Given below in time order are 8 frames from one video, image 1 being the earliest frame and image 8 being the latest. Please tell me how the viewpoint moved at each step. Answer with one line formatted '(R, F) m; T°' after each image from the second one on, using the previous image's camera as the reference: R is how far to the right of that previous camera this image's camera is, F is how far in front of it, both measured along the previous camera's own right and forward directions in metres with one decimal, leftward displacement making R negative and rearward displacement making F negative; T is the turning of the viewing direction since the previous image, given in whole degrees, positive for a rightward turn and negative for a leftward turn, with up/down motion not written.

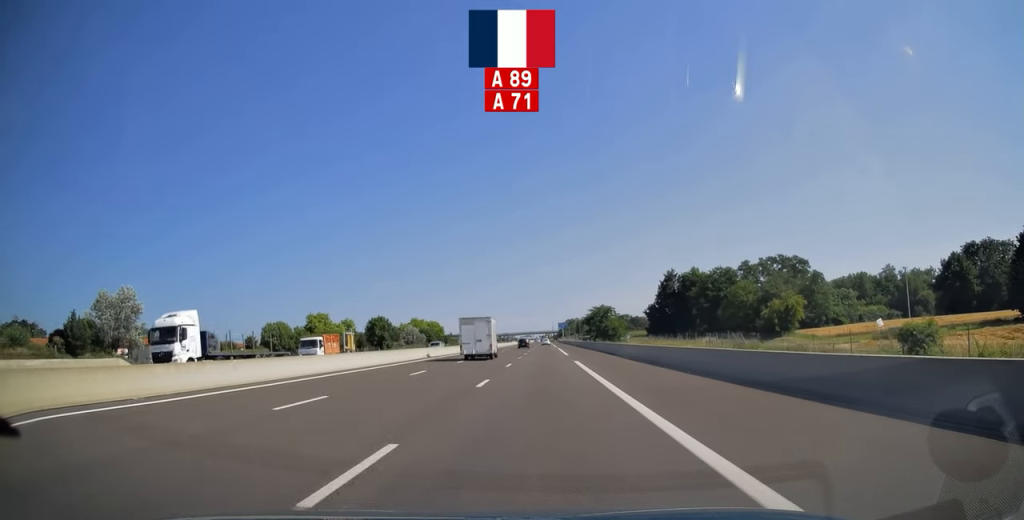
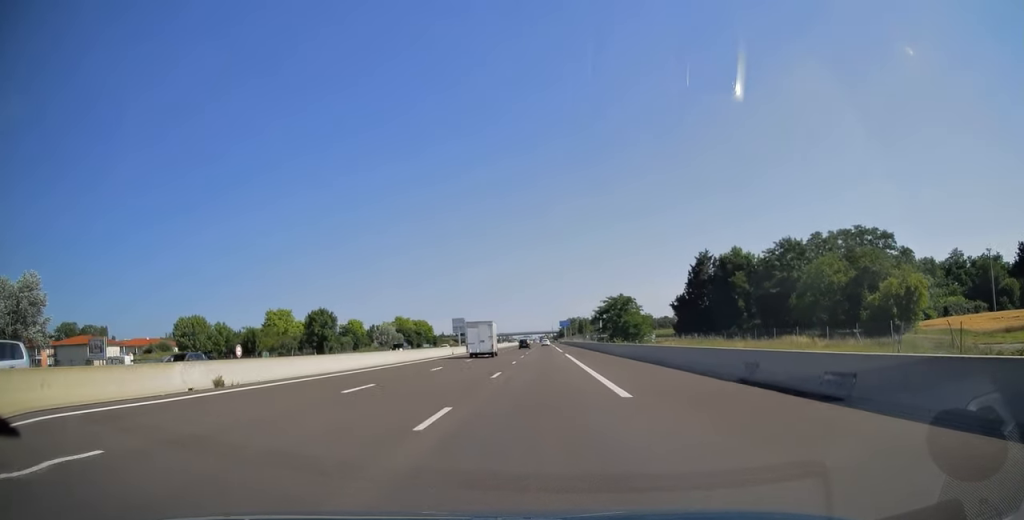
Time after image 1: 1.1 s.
(0.0, +34.5) m; 0°
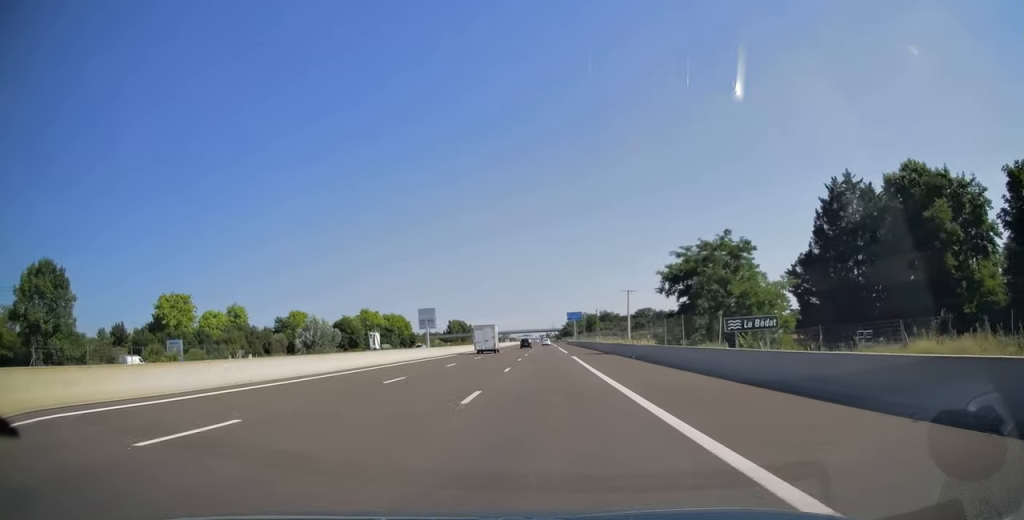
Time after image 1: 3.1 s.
(+0.1, +60.8) m; 0°
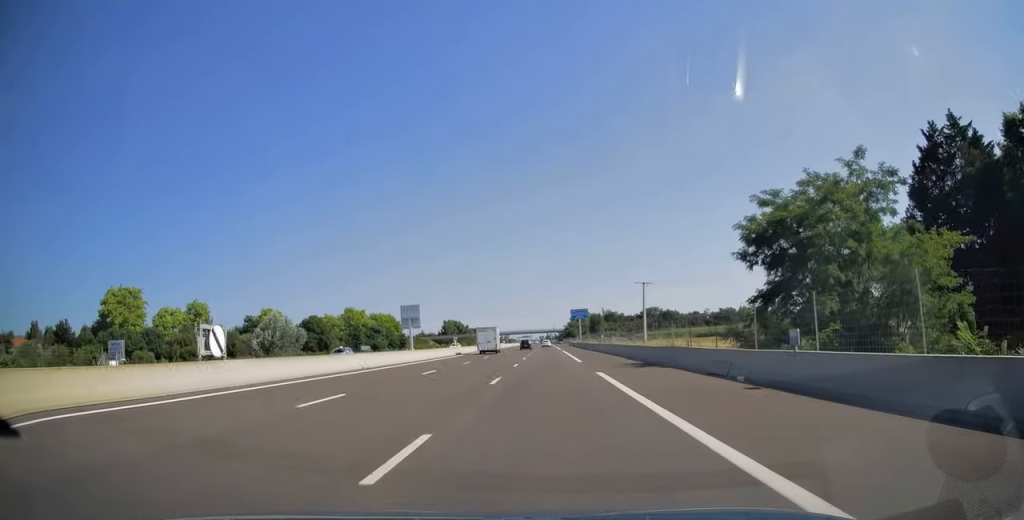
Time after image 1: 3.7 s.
(0.0, +20.0) m; 0°
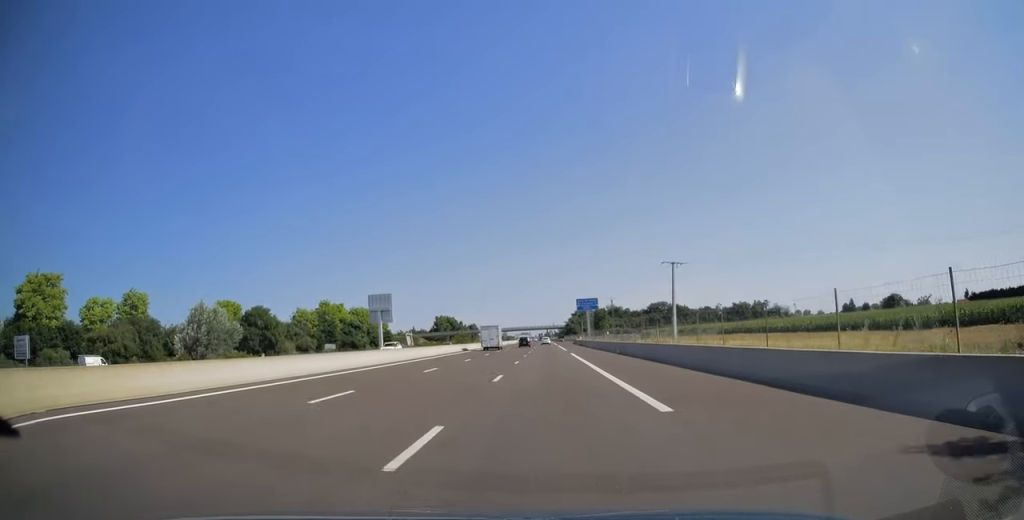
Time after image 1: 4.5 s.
(-0.1, +25.3) m; 0°
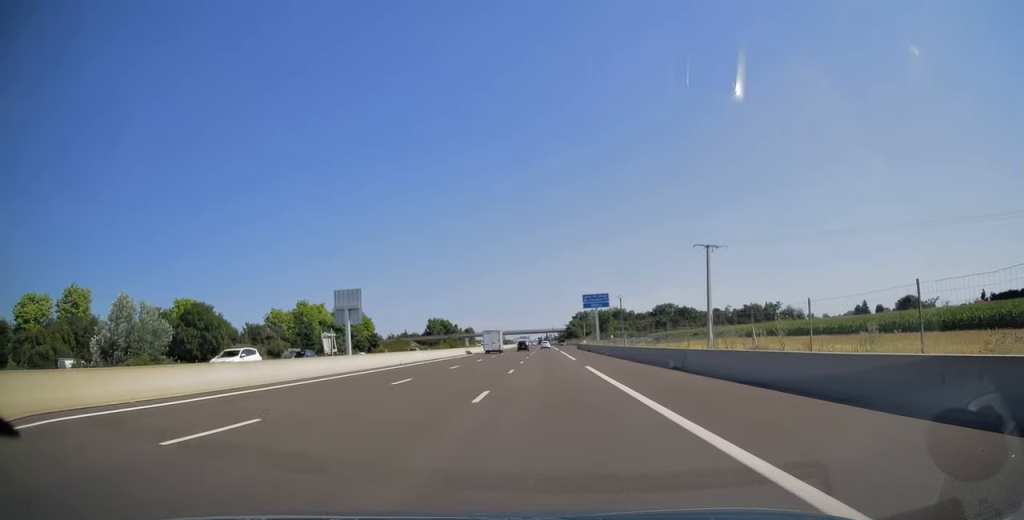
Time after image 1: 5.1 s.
(0.0, +18.5) m; 0°
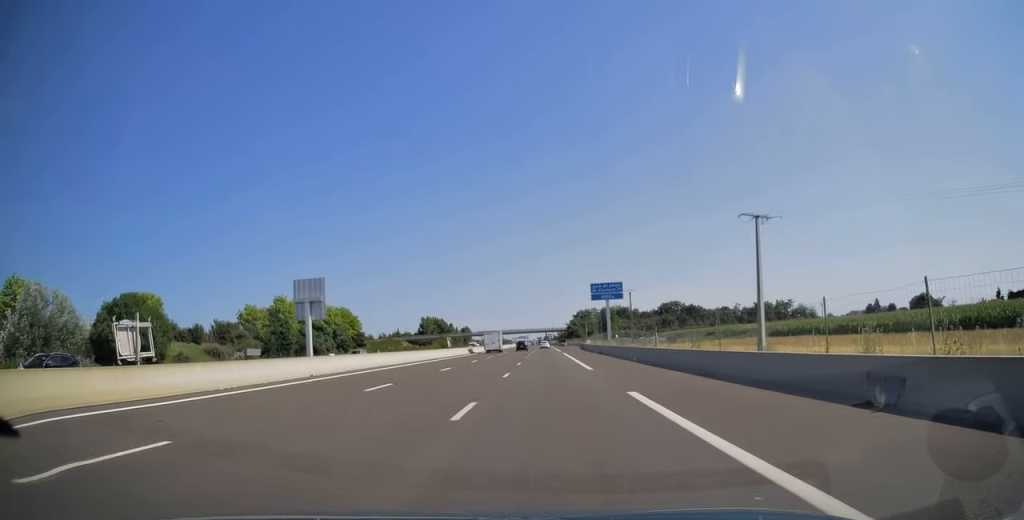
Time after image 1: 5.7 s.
(0.0, +16.0) m; 0°
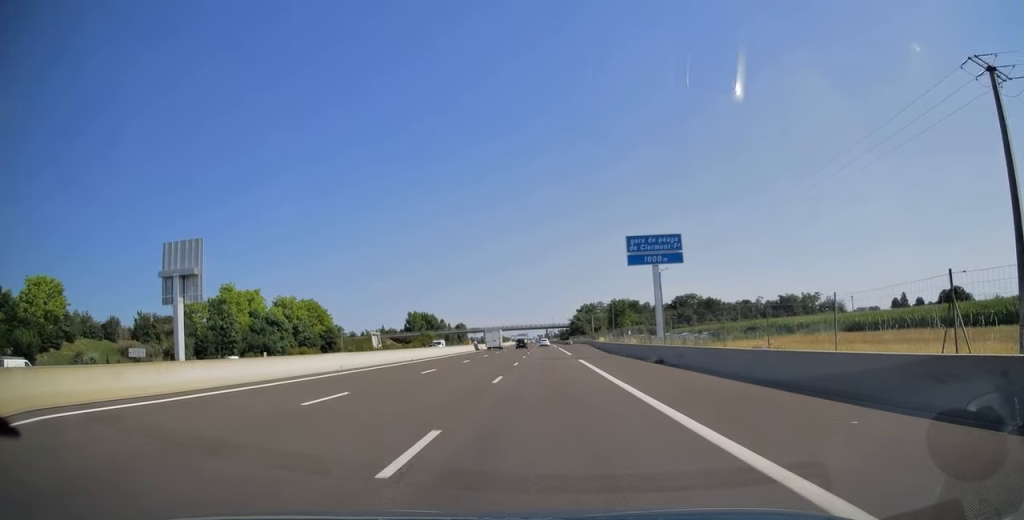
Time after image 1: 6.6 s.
(0.0, +30.3) m; 0°
